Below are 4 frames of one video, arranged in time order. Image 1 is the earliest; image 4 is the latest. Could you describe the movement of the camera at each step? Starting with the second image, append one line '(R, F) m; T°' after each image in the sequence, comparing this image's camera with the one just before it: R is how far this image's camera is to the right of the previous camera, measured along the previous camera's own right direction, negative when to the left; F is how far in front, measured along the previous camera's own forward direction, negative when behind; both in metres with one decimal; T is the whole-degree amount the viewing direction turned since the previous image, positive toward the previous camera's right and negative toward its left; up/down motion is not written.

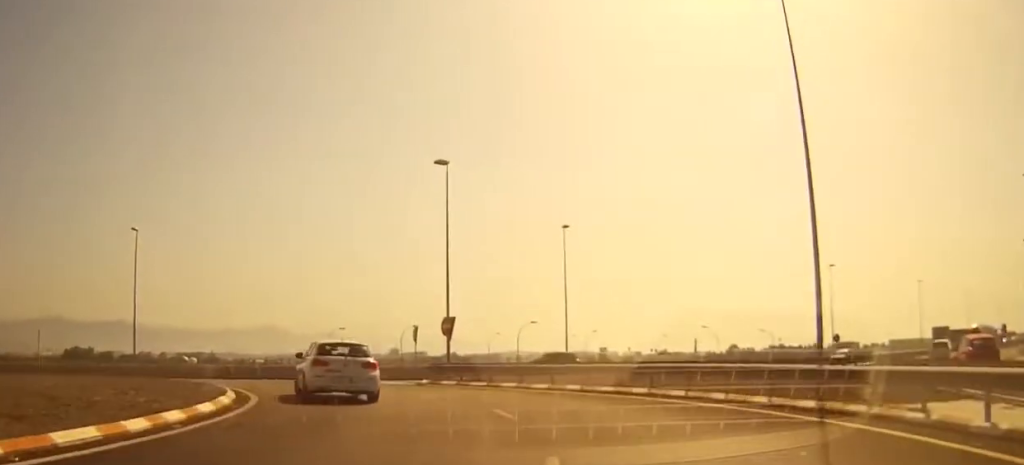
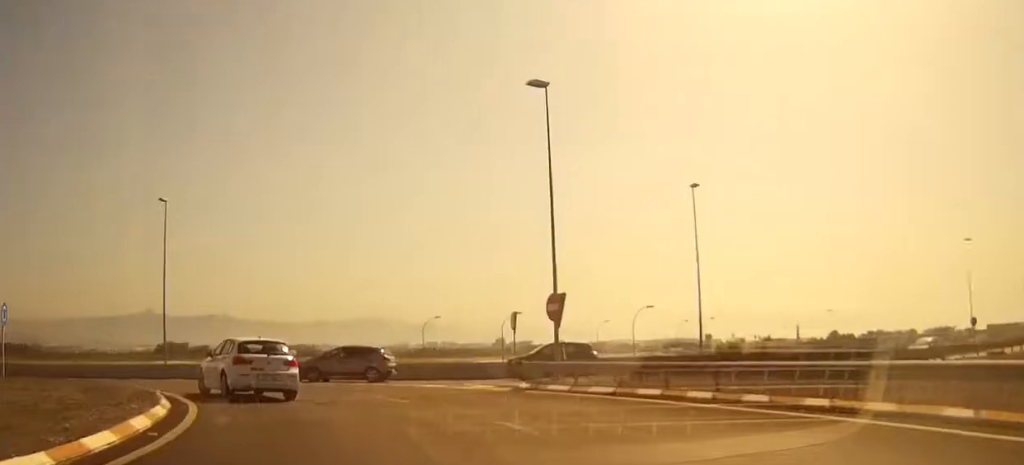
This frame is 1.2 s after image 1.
(-0.4, +9.7) m; -2°
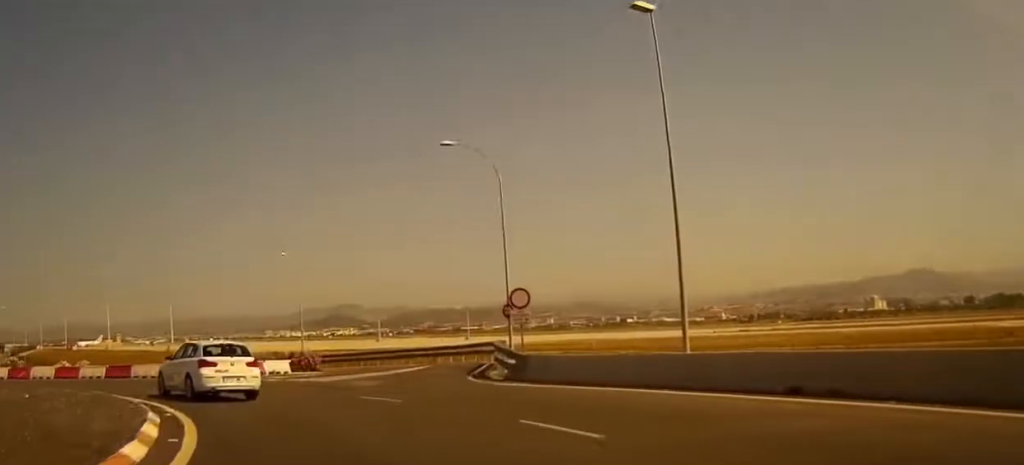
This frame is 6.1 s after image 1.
(-23.2, +26.9) m; -86°
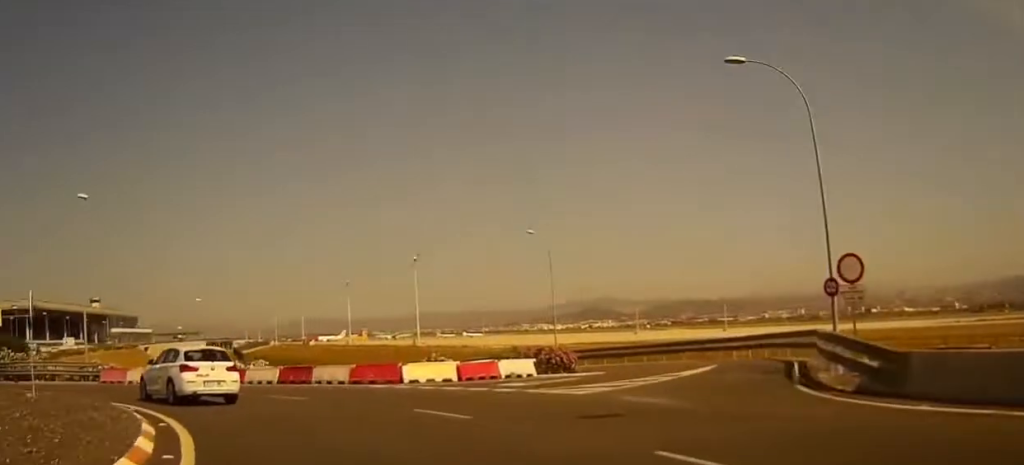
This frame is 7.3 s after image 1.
(-1.5, +10.2) m; -20°
